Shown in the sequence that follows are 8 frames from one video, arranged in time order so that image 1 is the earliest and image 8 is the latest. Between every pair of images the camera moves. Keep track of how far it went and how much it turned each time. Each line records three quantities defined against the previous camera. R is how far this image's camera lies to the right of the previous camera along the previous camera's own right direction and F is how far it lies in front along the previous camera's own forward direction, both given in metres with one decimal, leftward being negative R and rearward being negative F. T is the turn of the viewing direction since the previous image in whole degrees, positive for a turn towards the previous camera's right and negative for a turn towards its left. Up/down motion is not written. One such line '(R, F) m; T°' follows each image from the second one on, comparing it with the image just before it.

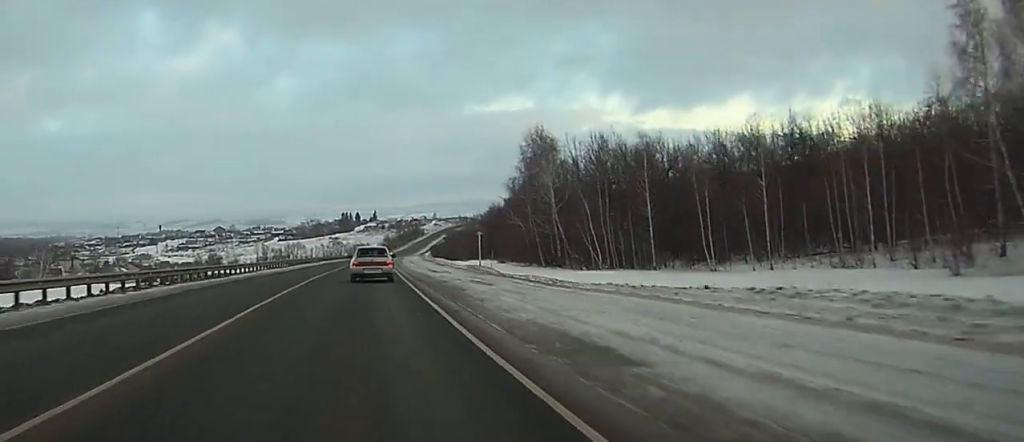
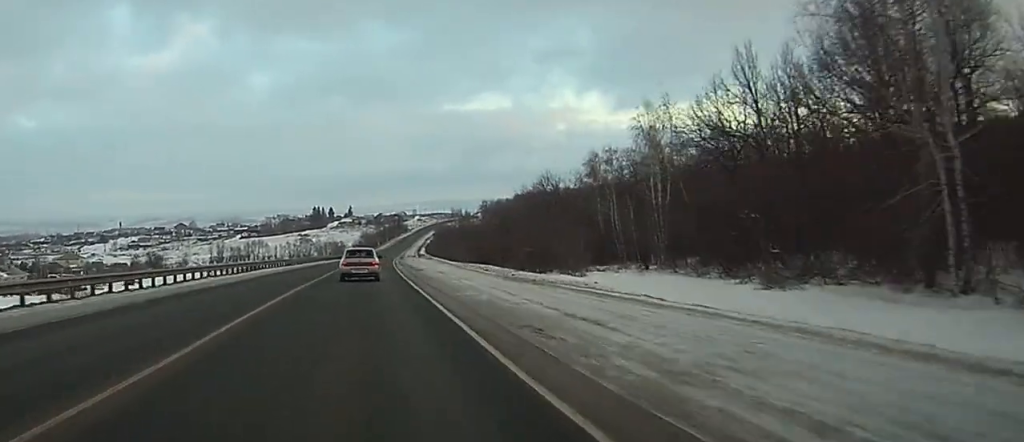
(+1.2, +81.3) m; +2°
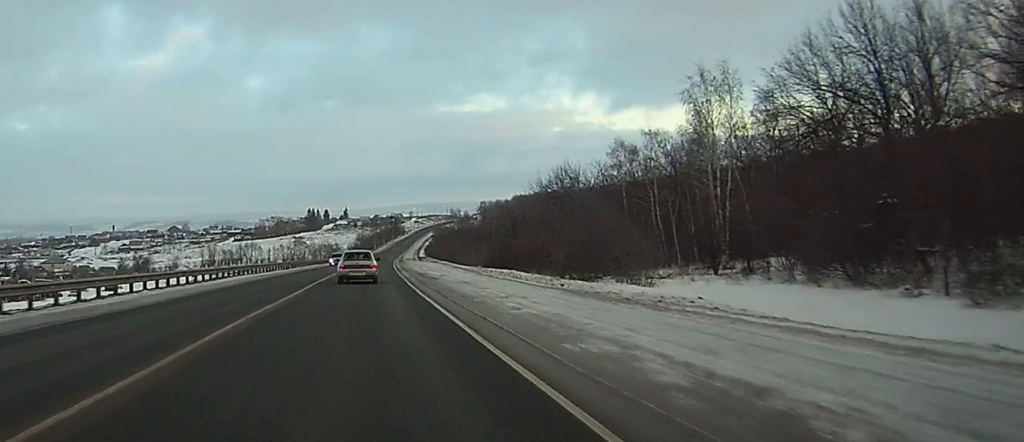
(+0.1, +13.4) m; 0°
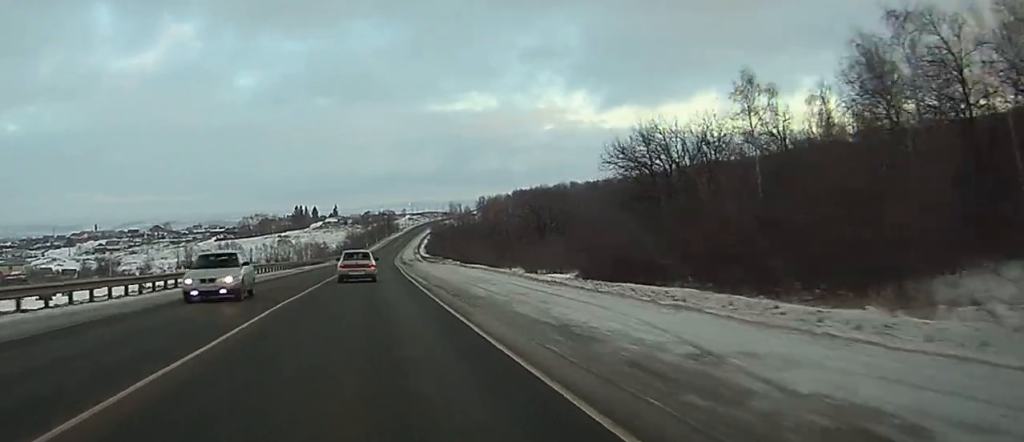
(+0.2, +37.0) m; +1°
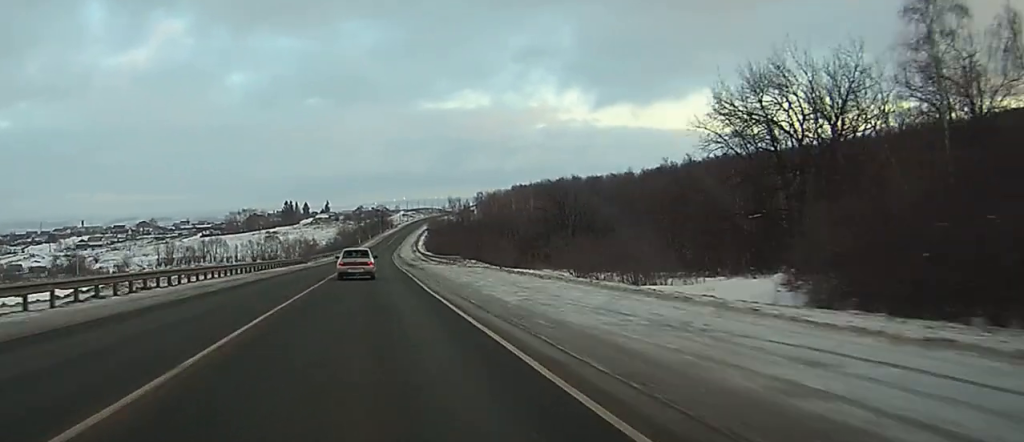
(+0.1, +23.7) m; +1°
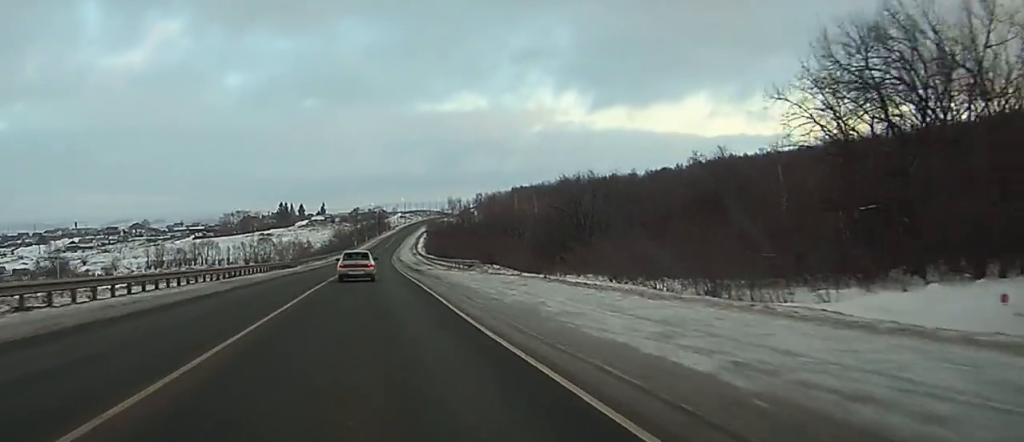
(0.0, +12.3) m; 0°
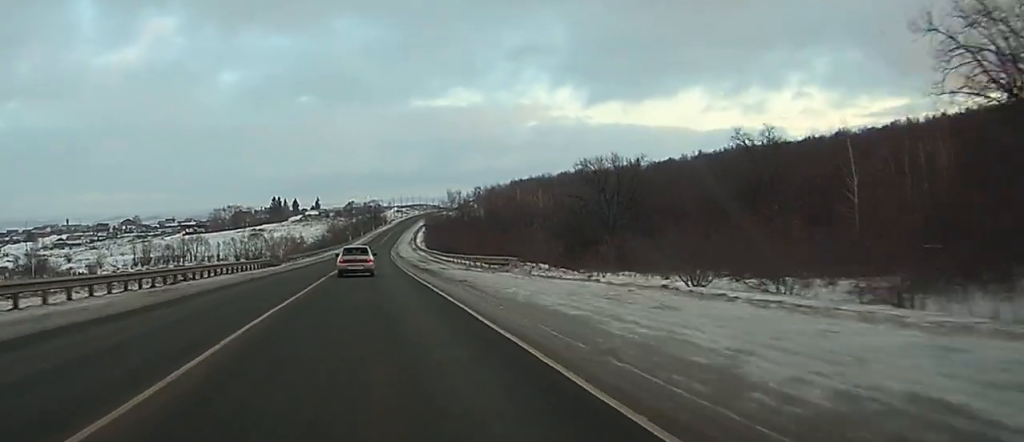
(+0.1, +14.5) m; 0°
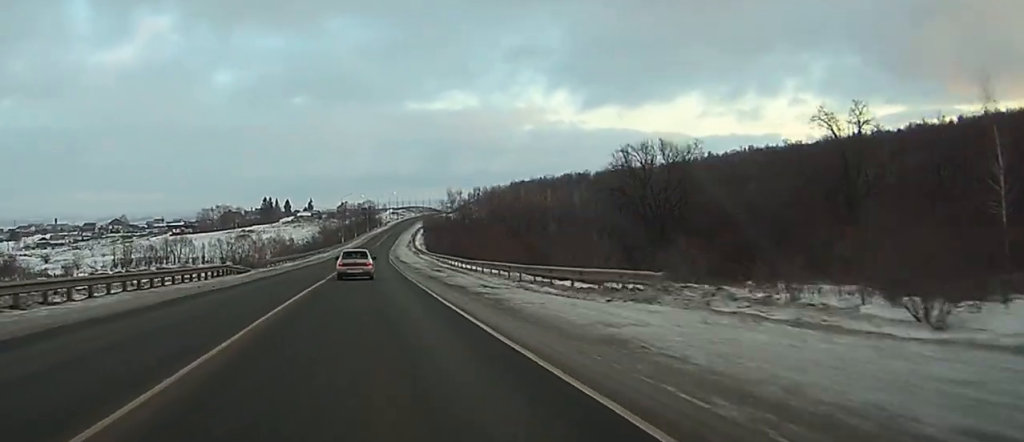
(+0.1, +19.7) m; 0°
